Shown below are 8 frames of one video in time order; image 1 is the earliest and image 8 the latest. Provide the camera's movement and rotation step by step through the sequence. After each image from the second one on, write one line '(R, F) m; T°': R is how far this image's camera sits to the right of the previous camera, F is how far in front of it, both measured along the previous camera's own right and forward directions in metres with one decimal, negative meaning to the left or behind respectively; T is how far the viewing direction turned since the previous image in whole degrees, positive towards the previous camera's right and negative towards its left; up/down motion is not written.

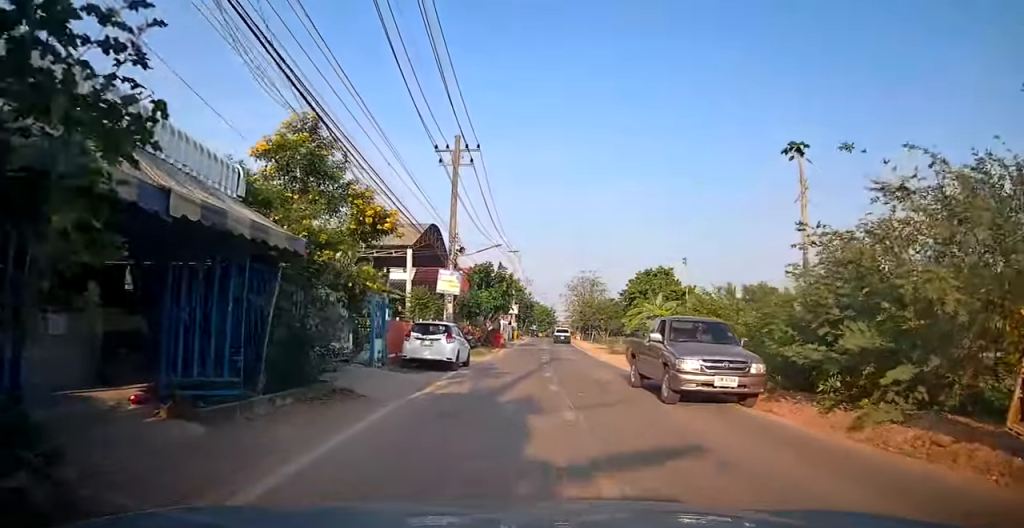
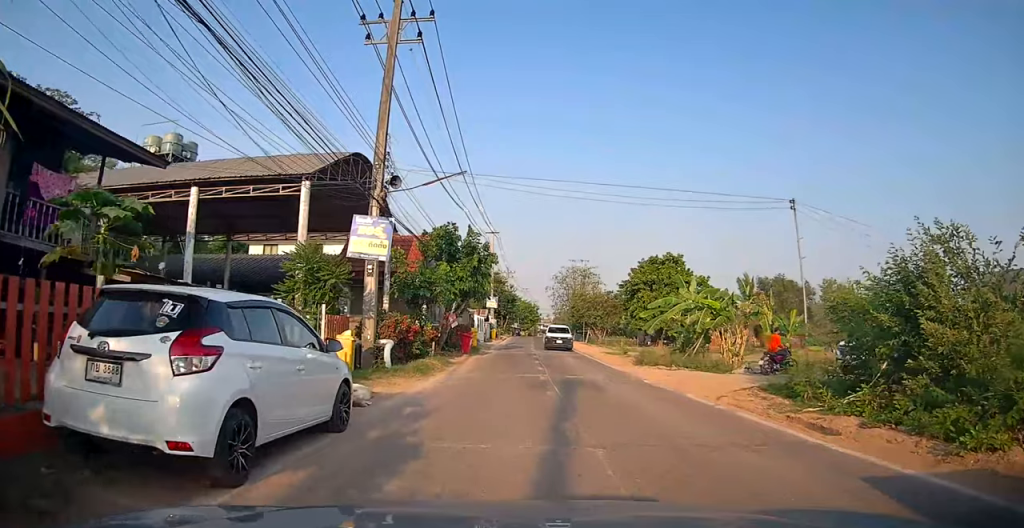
(+0.3, +13.5) m; +2°
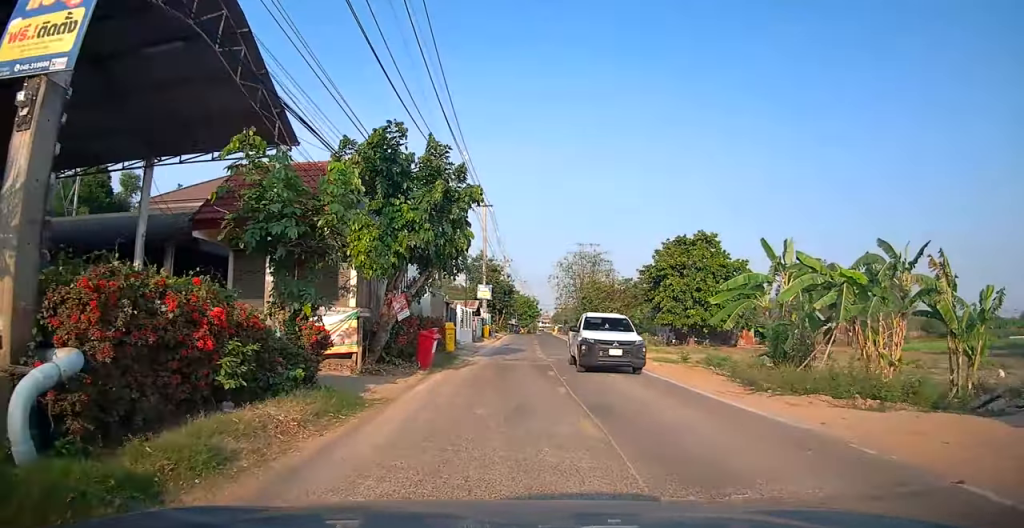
(+0.2, +12.6) m; +1°
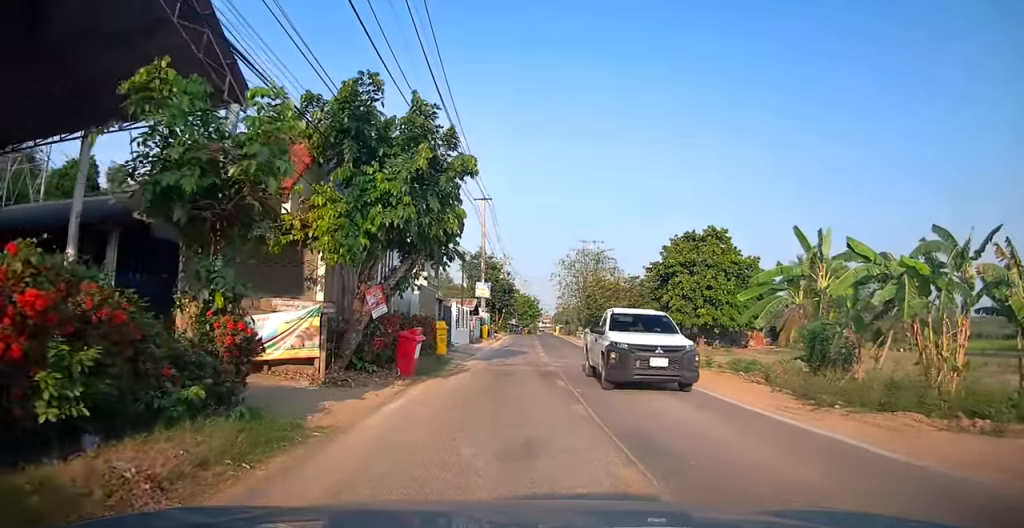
(+0.1, +2.8) m; 0°
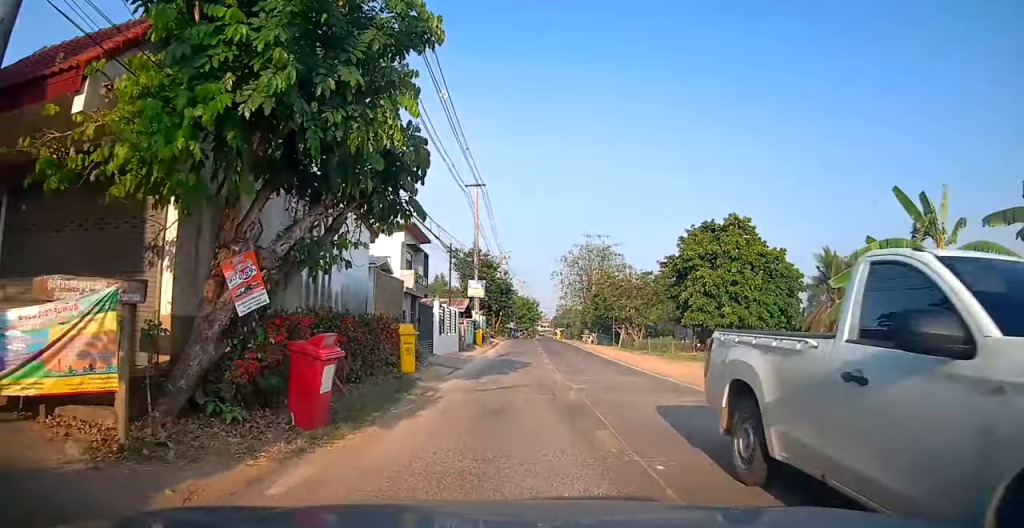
(-0.2, +5.9) m; 0°
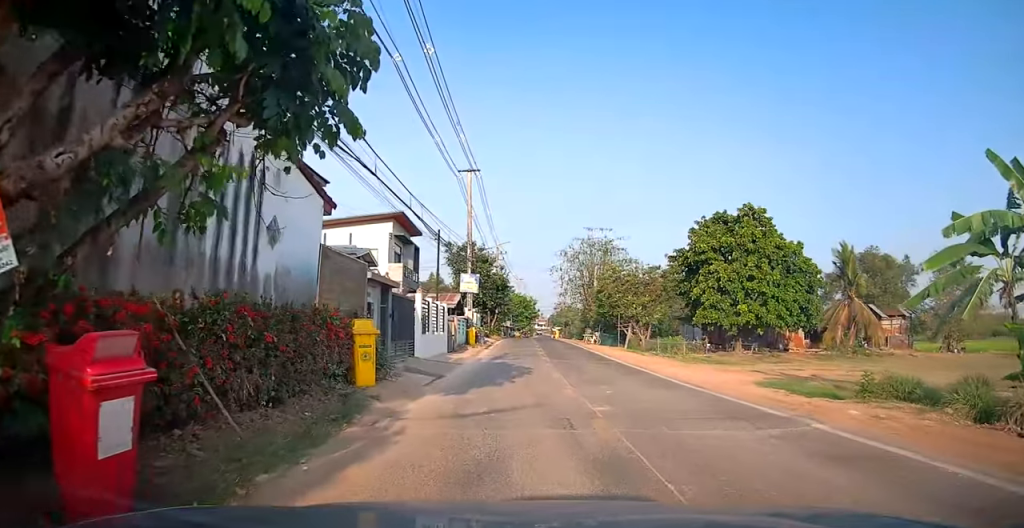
(+0.1, +3.5) m; +1°
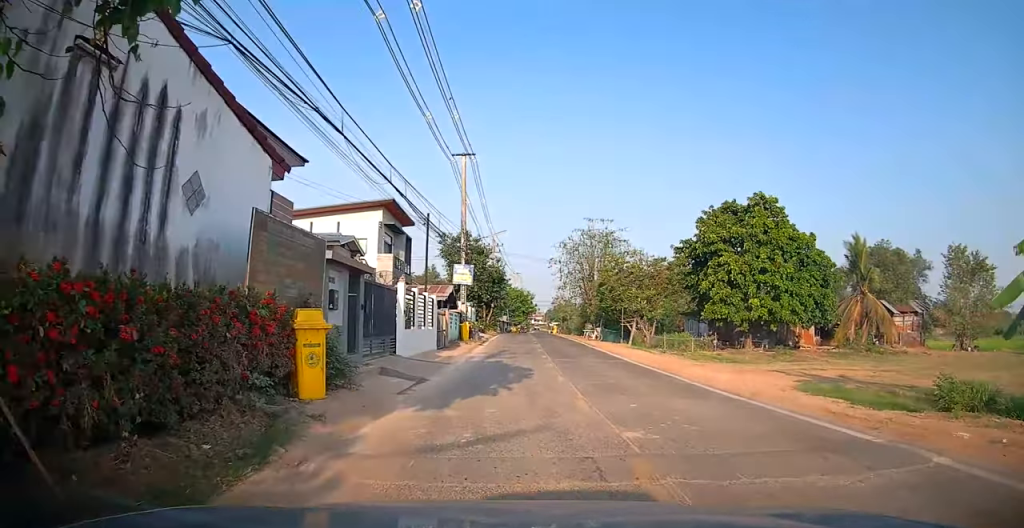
(+0.1, +2.8) m; +1°
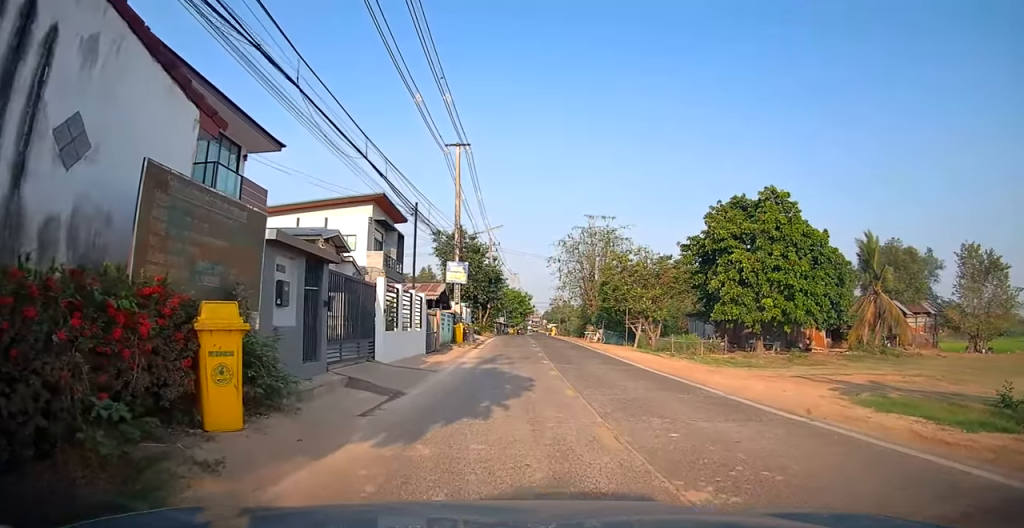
(0.0, +2.7) m; +1°
